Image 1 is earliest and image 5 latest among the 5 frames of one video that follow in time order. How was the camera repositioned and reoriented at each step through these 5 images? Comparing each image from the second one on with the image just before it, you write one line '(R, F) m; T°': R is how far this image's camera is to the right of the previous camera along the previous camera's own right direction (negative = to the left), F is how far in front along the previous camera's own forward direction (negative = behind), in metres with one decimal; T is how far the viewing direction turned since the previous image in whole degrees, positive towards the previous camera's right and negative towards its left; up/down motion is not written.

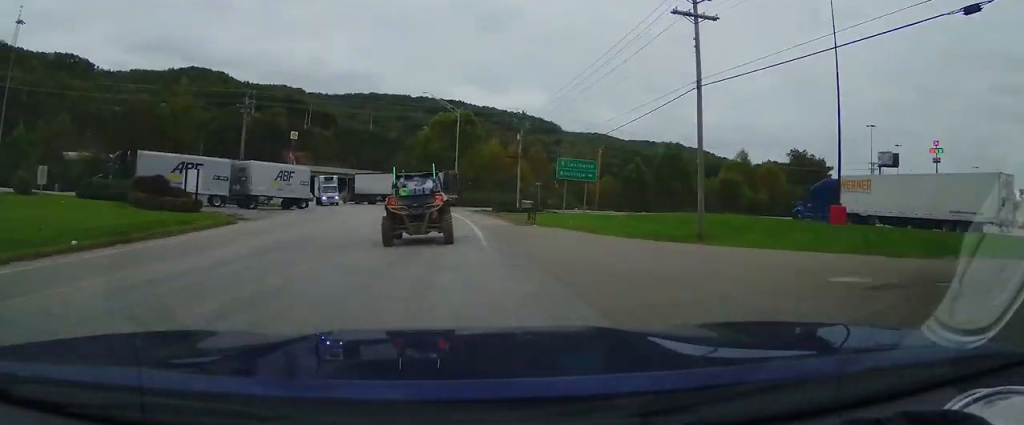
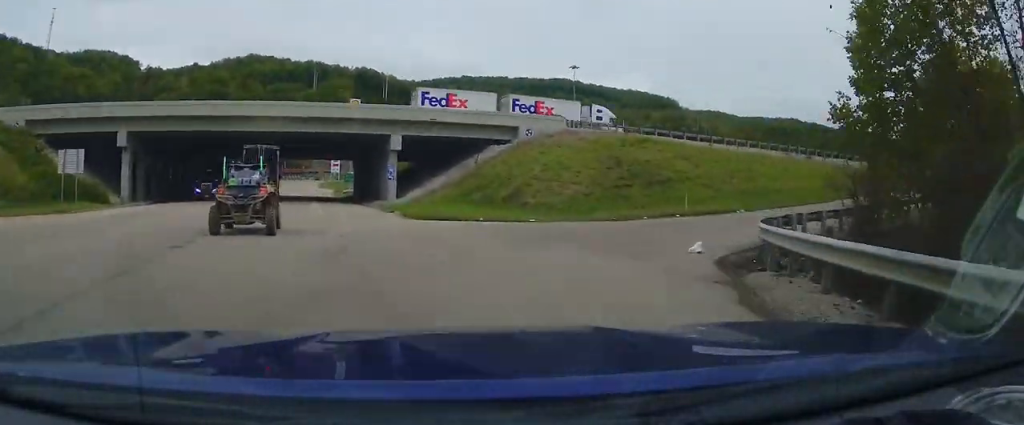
(-10.9, +104.8) m; +33°
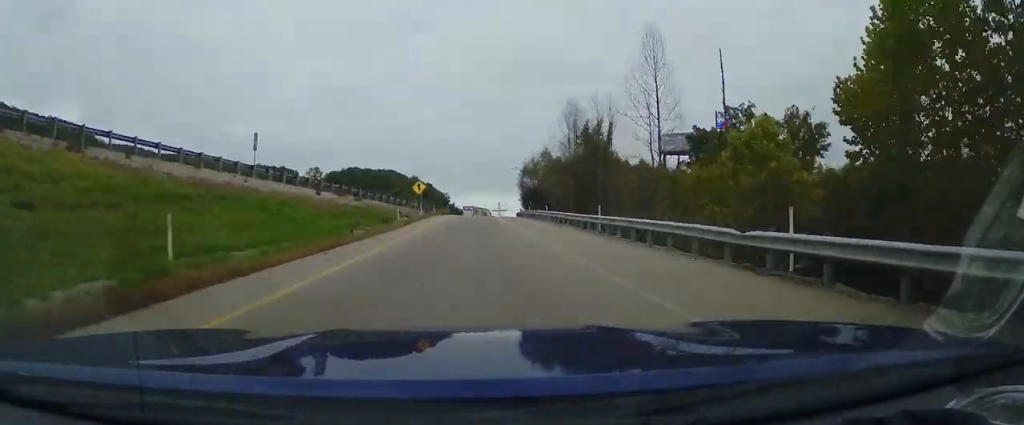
(+24.8, +68.5) m; +25°
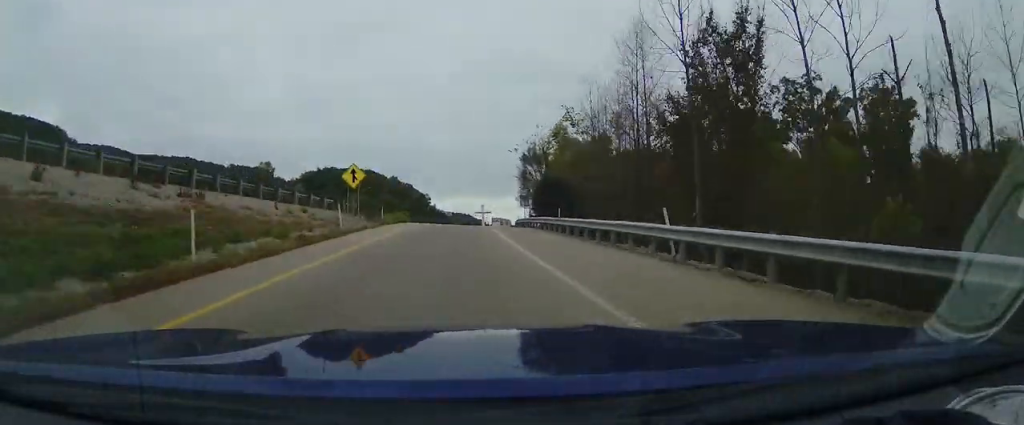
(+0.6, +35.7) m; +3°
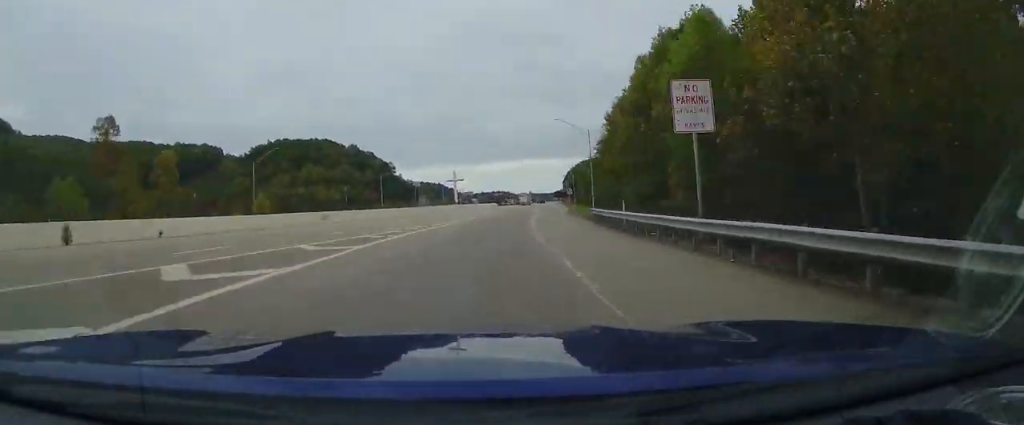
(+3.2, +70.0) m; +4°
